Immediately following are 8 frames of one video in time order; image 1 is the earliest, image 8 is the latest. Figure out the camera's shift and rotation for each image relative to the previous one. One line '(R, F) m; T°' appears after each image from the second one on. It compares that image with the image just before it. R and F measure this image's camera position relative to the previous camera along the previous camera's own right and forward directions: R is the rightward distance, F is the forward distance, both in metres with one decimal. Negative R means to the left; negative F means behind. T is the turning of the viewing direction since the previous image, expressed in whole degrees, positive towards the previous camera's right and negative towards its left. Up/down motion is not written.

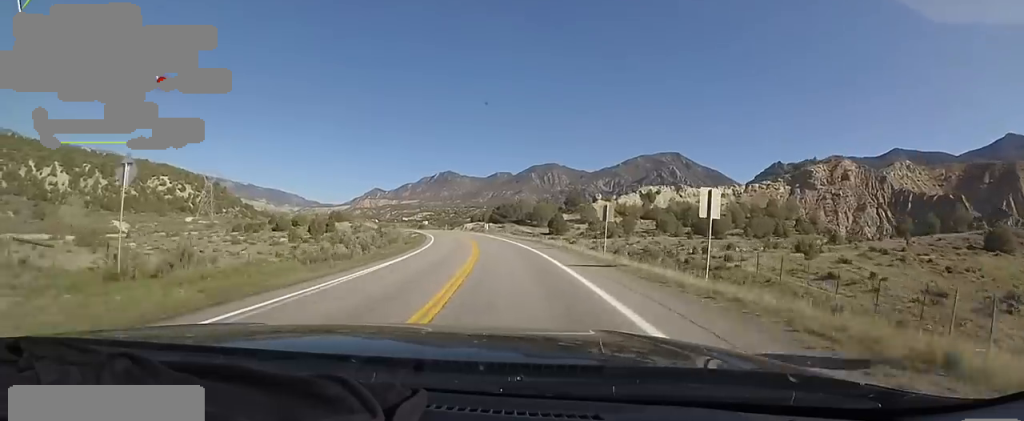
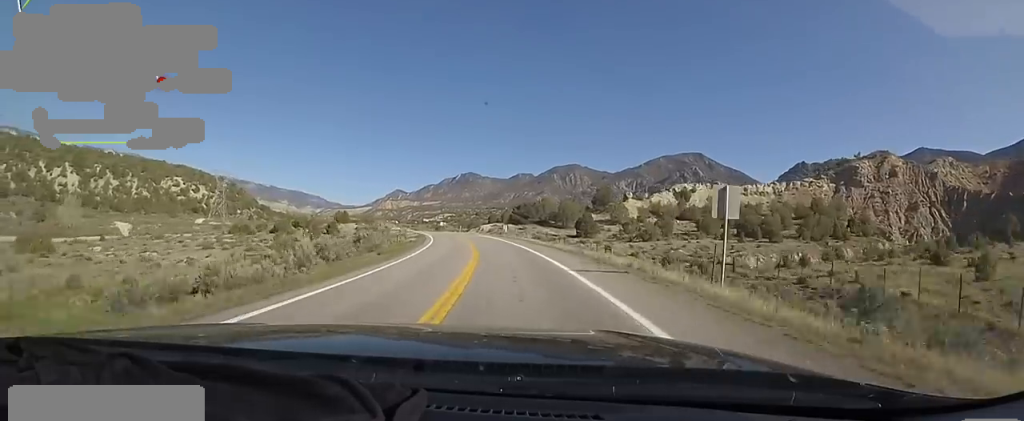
(-0.5, +13.1) m; -3°
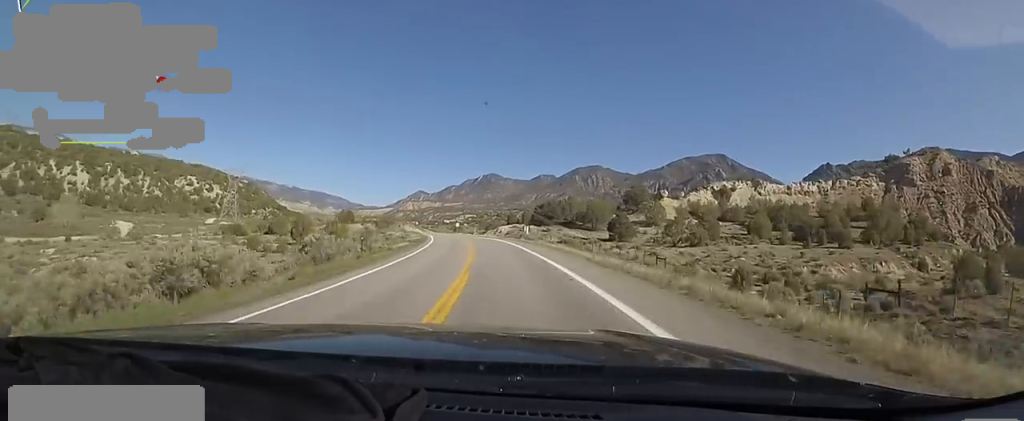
(-0.1, +13.1) m; -2°
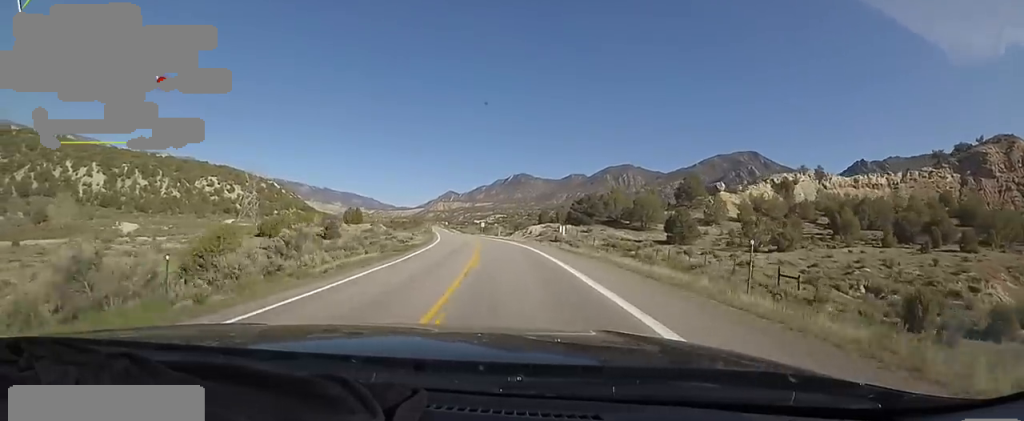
(-0.6, +16.3) m; -3°
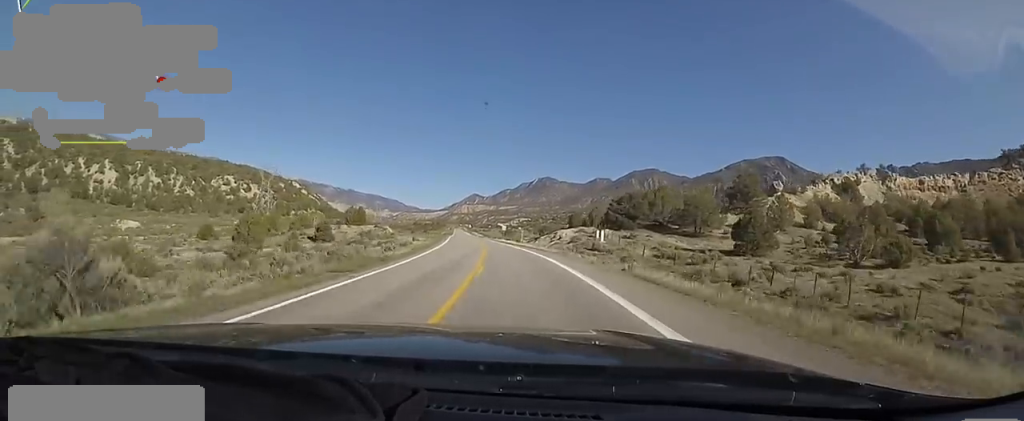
(-0.2, +13.9) m; -3°
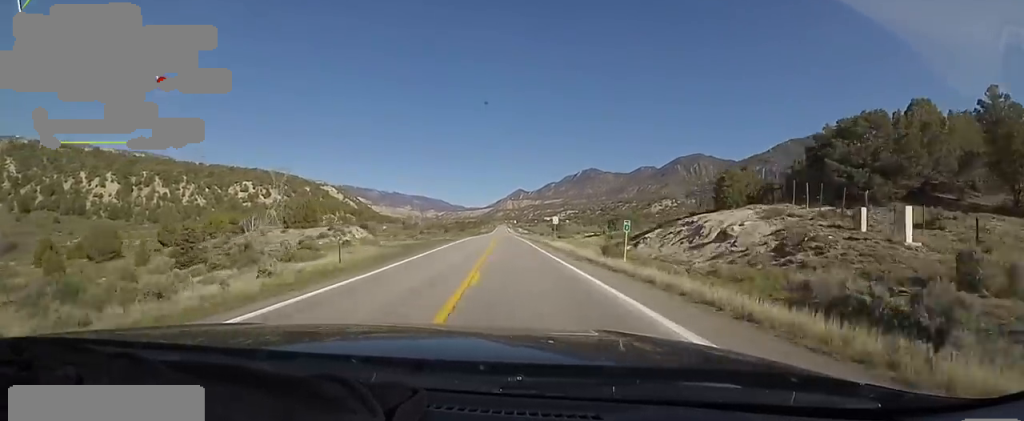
(-3.8, +40.3) m; -7°
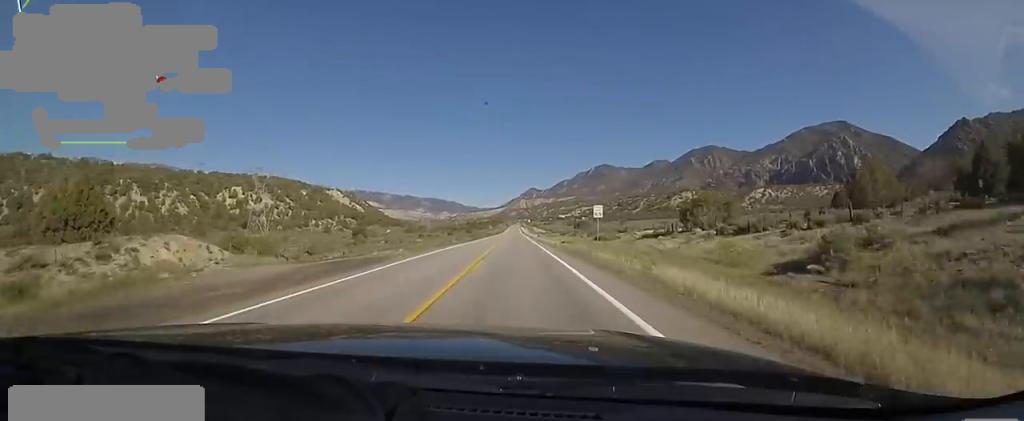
(+0.7, +32.3) m; 0°
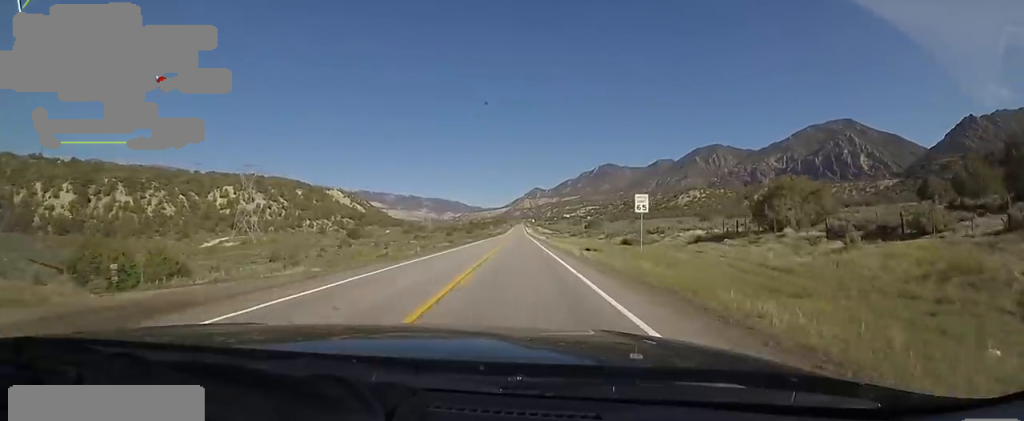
(-0.6, +15.6) m; -1°
